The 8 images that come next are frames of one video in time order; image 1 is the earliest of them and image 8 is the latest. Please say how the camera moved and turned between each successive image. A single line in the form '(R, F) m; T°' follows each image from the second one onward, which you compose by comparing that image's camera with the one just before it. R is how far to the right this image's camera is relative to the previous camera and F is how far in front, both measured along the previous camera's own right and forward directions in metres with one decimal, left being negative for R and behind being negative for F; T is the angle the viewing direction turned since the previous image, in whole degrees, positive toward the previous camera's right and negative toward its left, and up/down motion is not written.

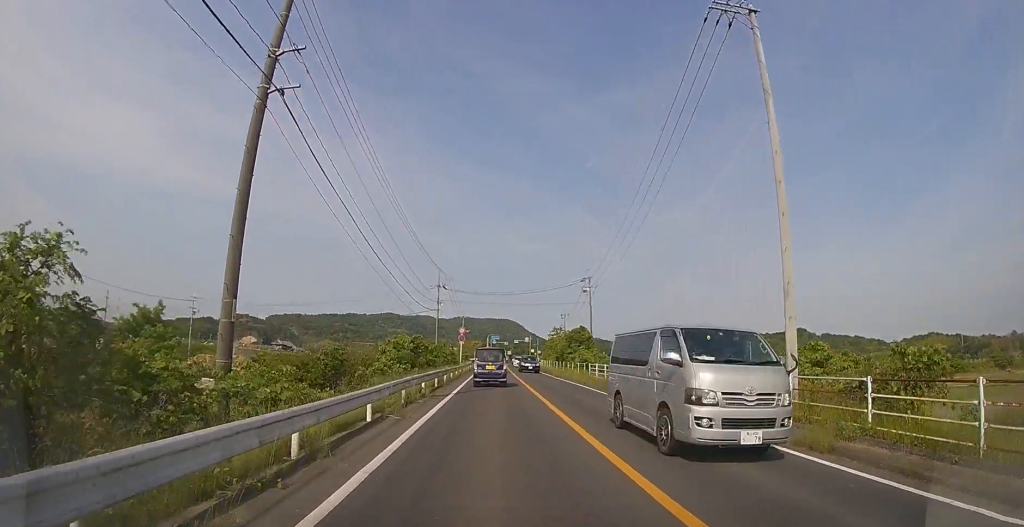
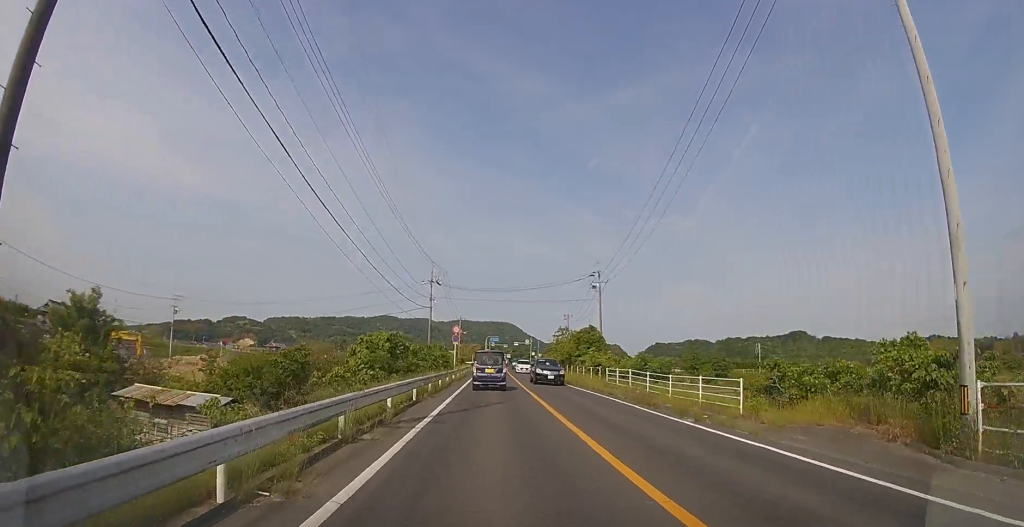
(0.0, +6.4) m; 0°
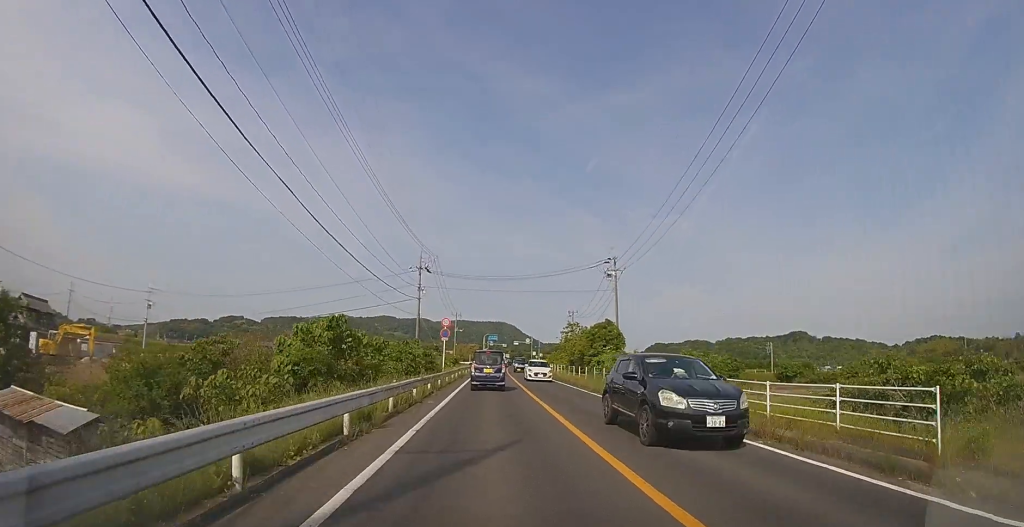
(0.0, +7.8) m; 0°
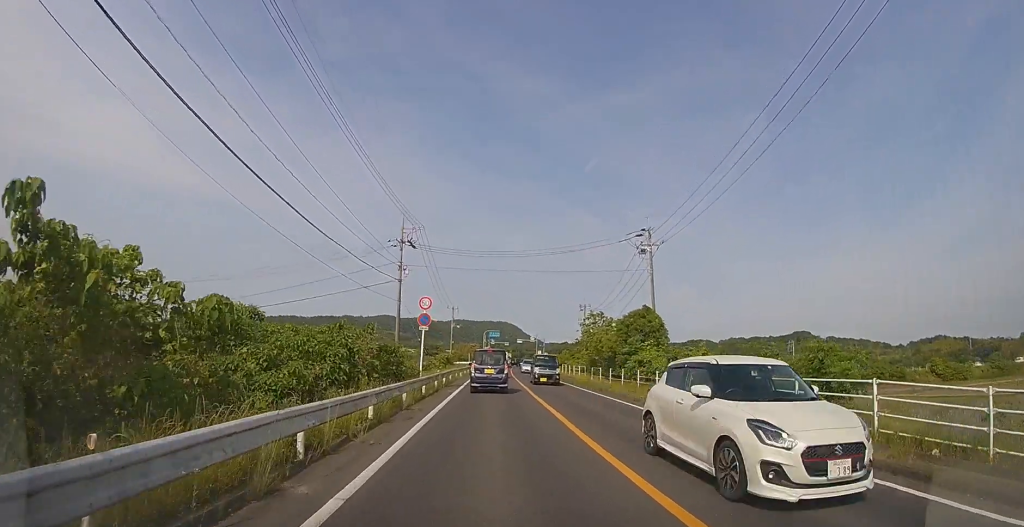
(0.0, +10.6) m; 0°
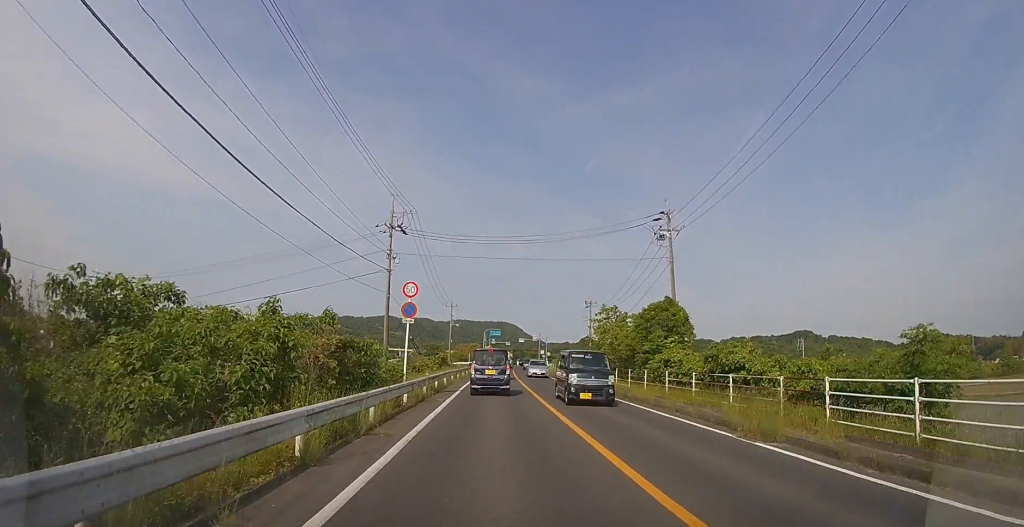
(0.0, +4.0) m; 0°
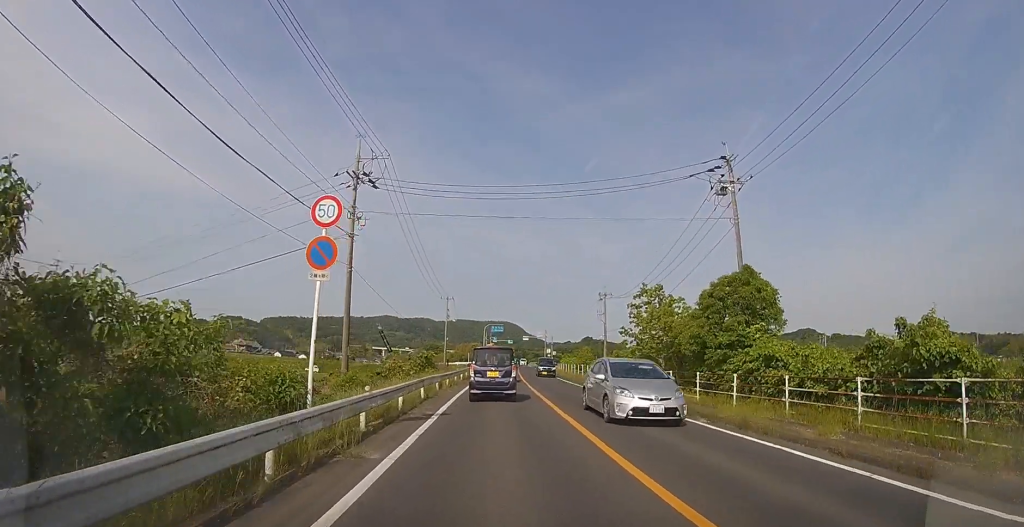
(0.0, +9.2) m; 0°
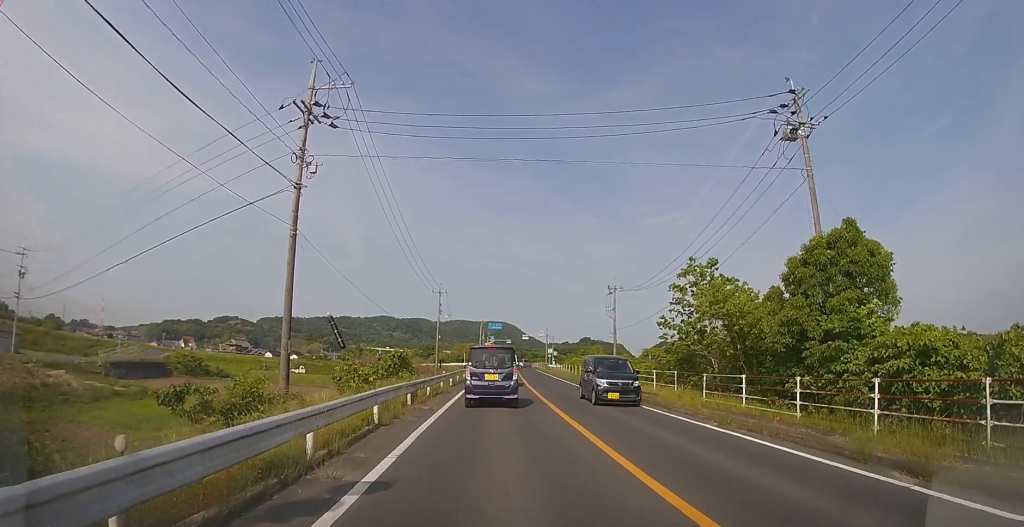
(0.0, +7.0) m; 0°
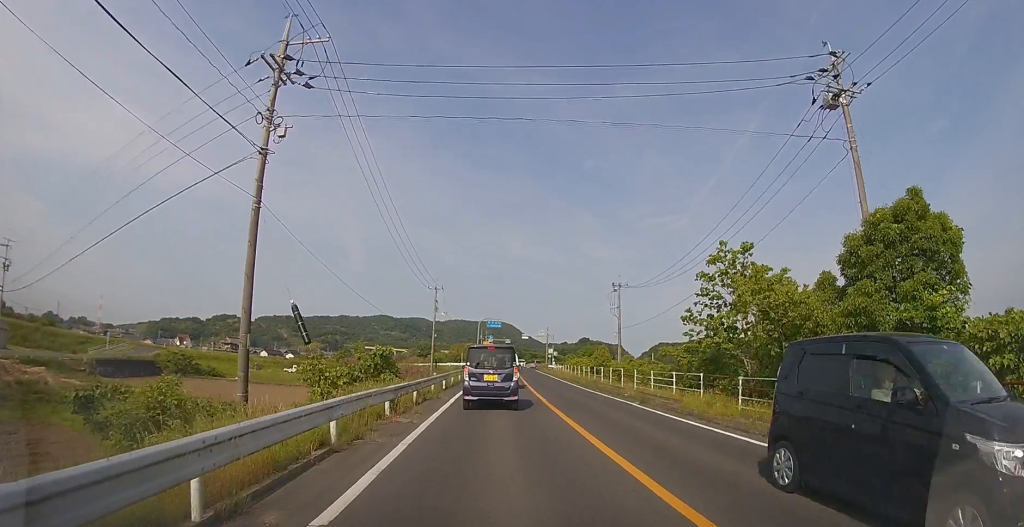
(0.0, +3.2) m; 0°
